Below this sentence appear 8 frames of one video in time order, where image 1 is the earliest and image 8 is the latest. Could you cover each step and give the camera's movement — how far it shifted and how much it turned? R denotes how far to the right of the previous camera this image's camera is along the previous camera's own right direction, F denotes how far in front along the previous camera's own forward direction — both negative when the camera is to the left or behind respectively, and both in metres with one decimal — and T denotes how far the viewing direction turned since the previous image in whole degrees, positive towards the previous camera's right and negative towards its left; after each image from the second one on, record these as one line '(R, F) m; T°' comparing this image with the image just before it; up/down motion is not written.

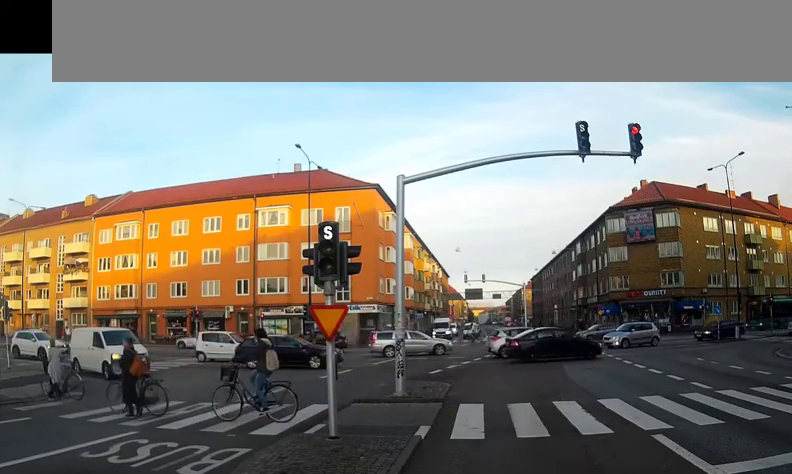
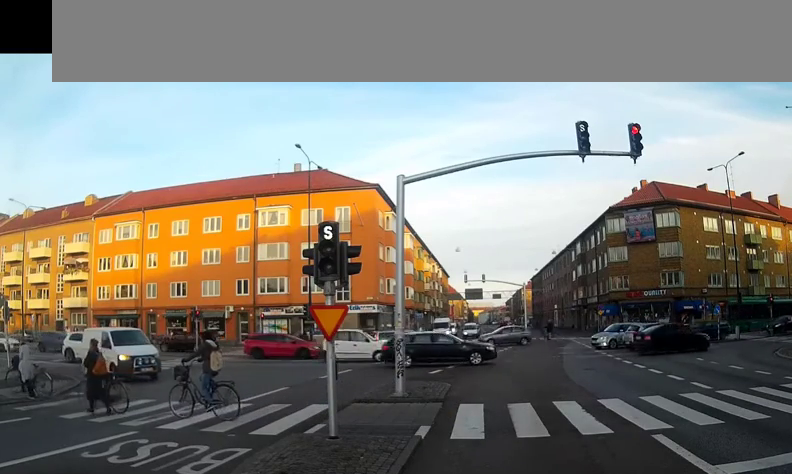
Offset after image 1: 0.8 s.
(0.0, 0.0) m; 0°
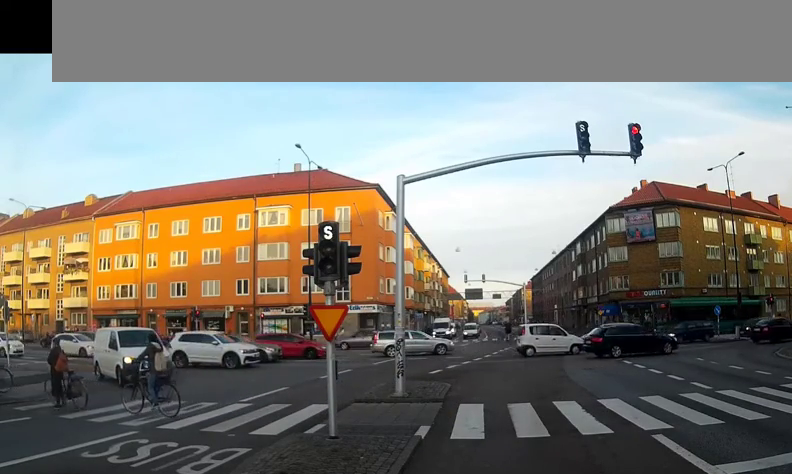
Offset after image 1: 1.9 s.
(0.0, 0.0) m; 0°
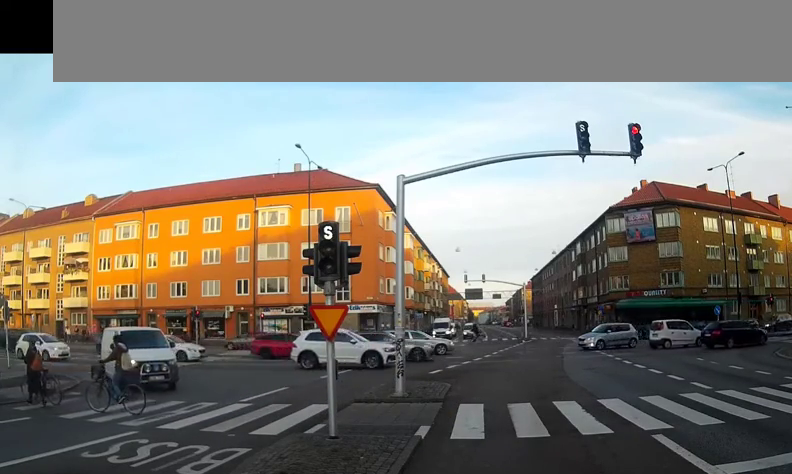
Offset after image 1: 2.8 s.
(0.0, 0.0) m; 0°
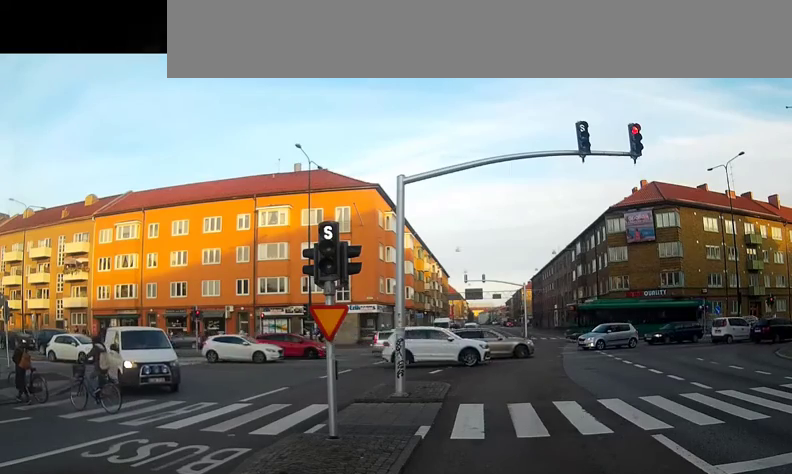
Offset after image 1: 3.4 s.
(0.0, 0.0) m; 0°
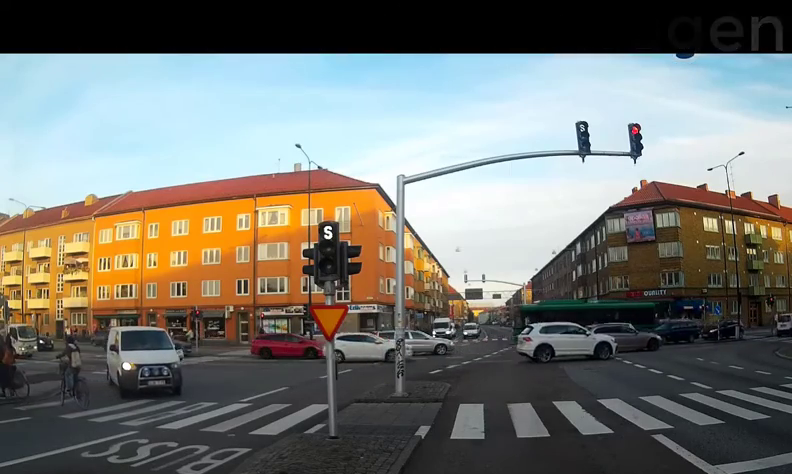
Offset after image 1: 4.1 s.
(0.0, 0.0) m; 0°
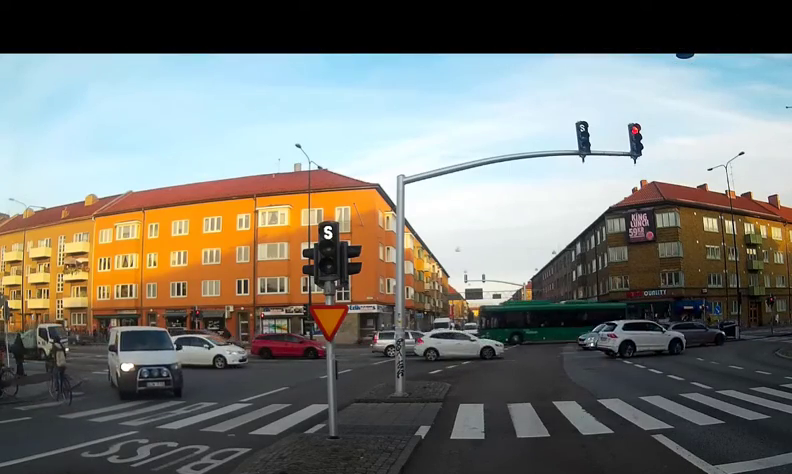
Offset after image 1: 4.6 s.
(0.0, 0.0) m; 0°
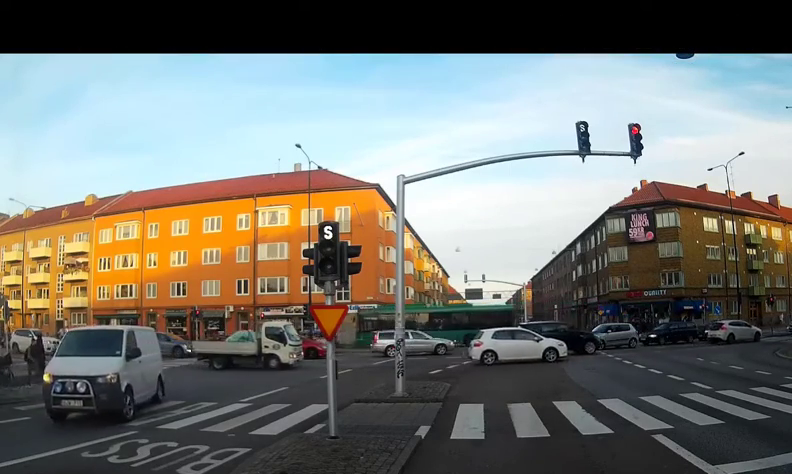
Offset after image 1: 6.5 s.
(0.0, 0.0) m; 0°
